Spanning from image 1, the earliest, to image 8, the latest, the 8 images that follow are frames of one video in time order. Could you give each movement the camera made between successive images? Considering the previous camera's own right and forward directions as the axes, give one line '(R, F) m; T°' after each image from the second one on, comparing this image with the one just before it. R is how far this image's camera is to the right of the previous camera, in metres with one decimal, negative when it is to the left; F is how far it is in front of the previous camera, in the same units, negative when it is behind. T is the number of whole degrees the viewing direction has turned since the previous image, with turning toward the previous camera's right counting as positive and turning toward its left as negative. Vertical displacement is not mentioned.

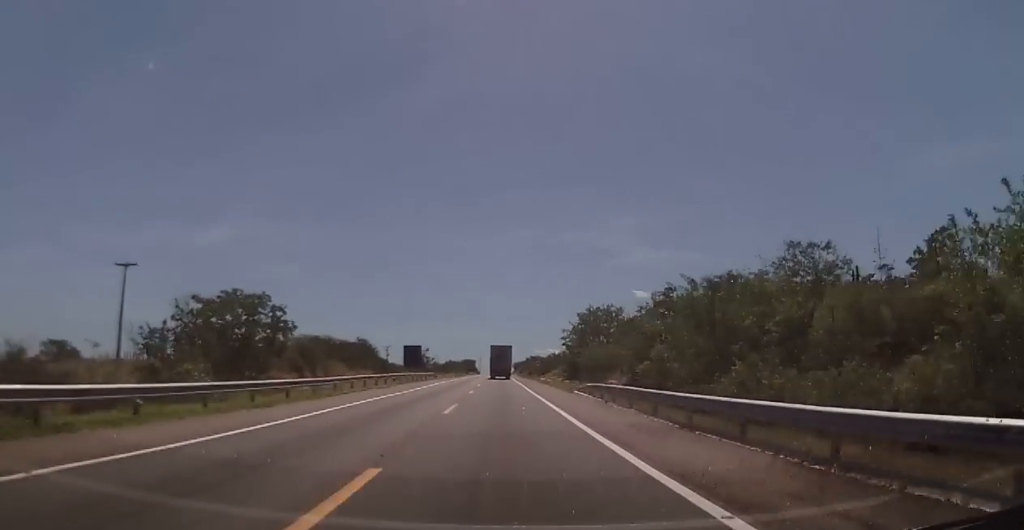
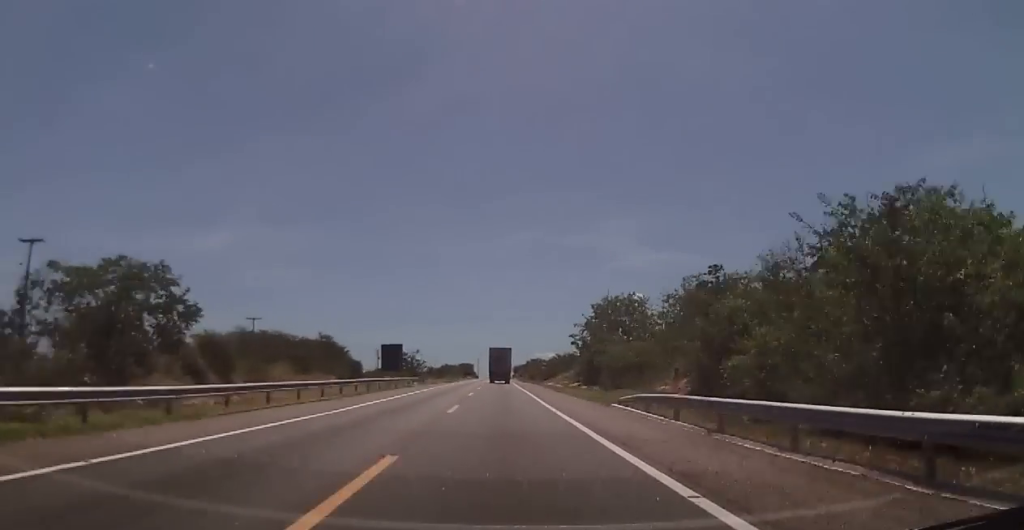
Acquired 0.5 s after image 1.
(+0.1, +14.4) m; 0°
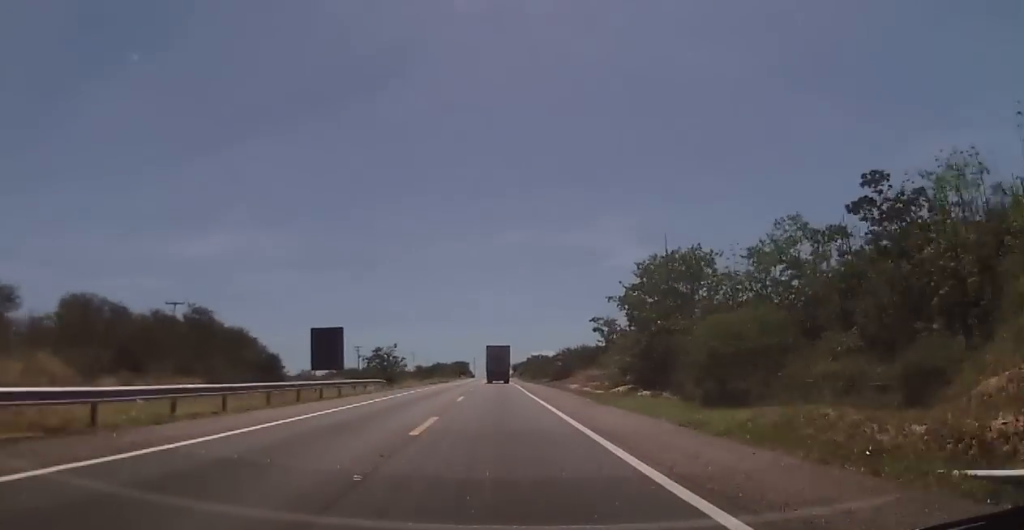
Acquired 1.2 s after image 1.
(+0.1, +23.7) m; -1°
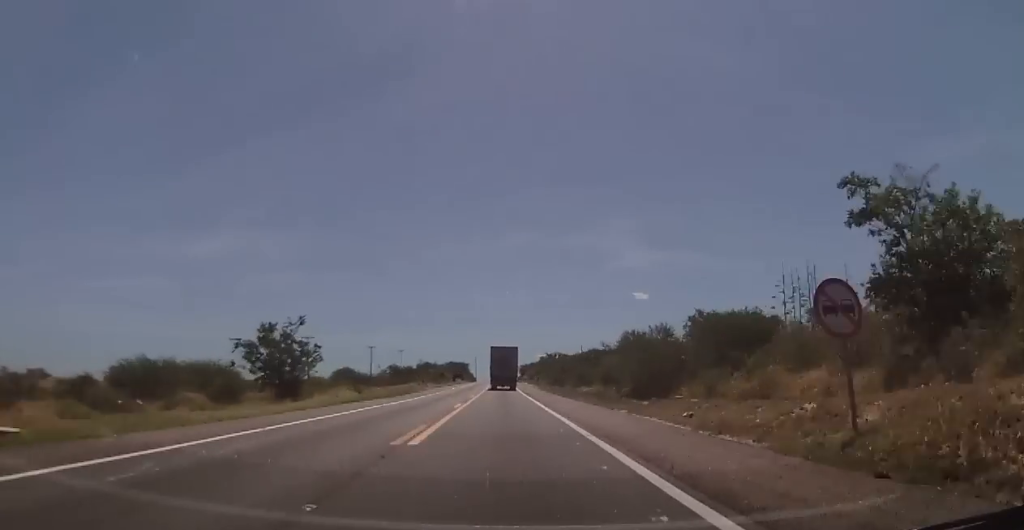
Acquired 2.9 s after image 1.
(0.0, +49.8) m; 0°
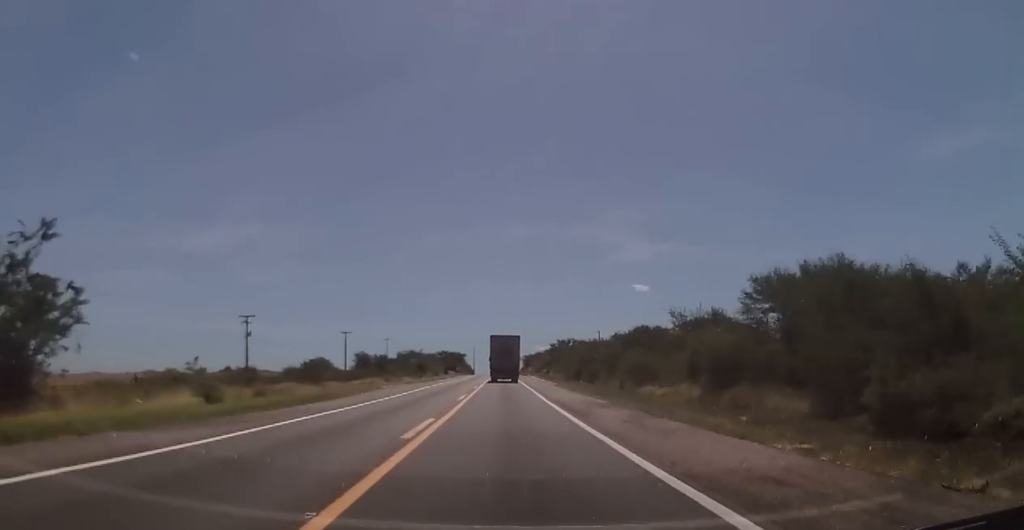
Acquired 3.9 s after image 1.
(-0.1, +31.6) m; 0°
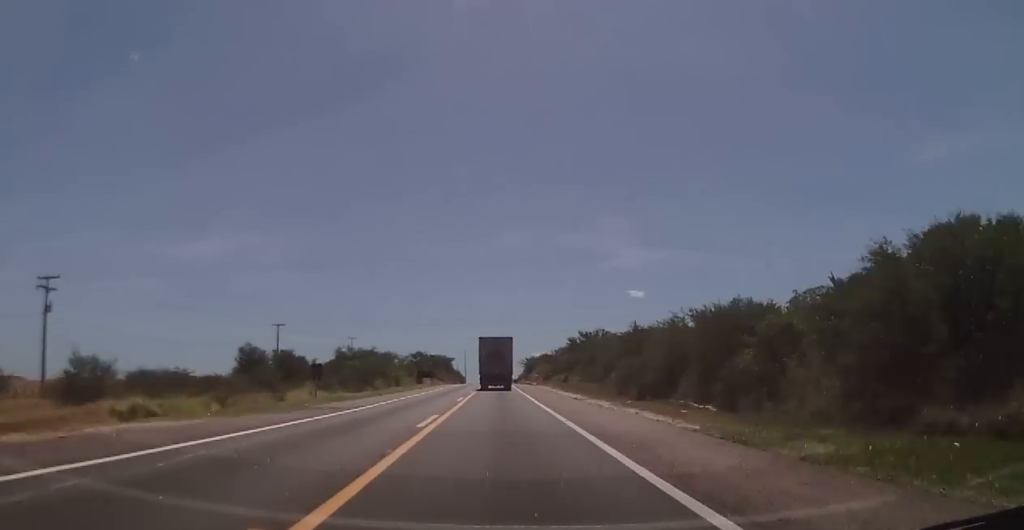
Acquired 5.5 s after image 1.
(+0.1, +44.7) m; 0°
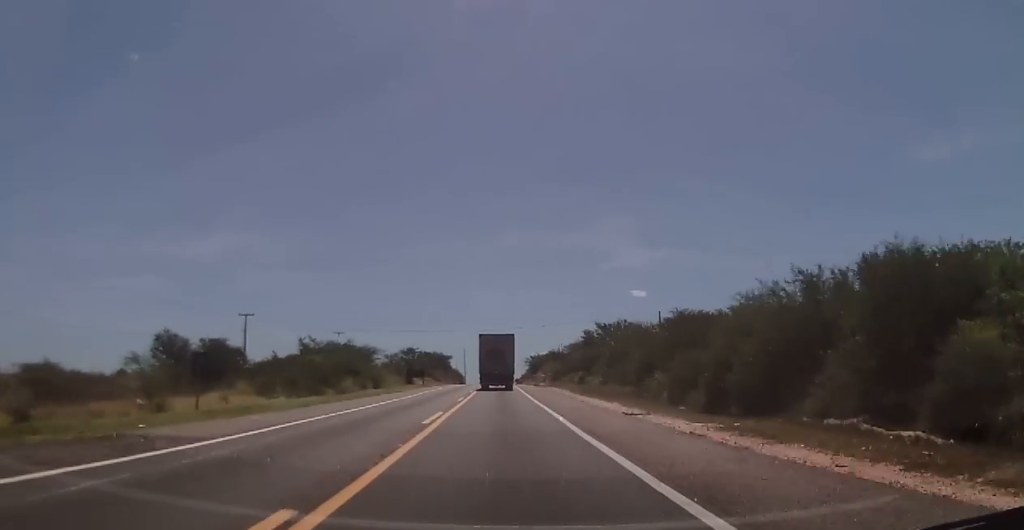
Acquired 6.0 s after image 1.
(0.0, +14.9) m; 0°
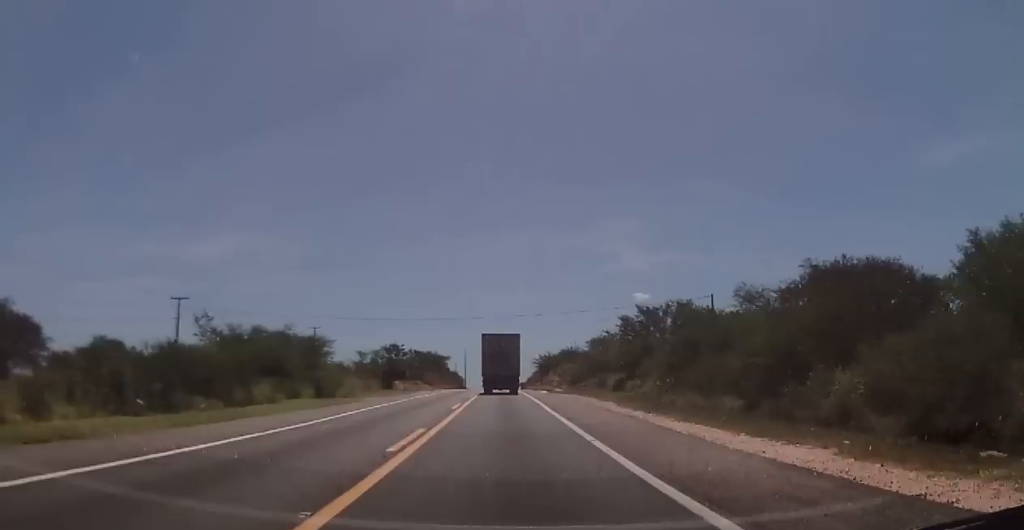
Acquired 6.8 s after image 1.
(-0.1, +21.5) m; 0°
